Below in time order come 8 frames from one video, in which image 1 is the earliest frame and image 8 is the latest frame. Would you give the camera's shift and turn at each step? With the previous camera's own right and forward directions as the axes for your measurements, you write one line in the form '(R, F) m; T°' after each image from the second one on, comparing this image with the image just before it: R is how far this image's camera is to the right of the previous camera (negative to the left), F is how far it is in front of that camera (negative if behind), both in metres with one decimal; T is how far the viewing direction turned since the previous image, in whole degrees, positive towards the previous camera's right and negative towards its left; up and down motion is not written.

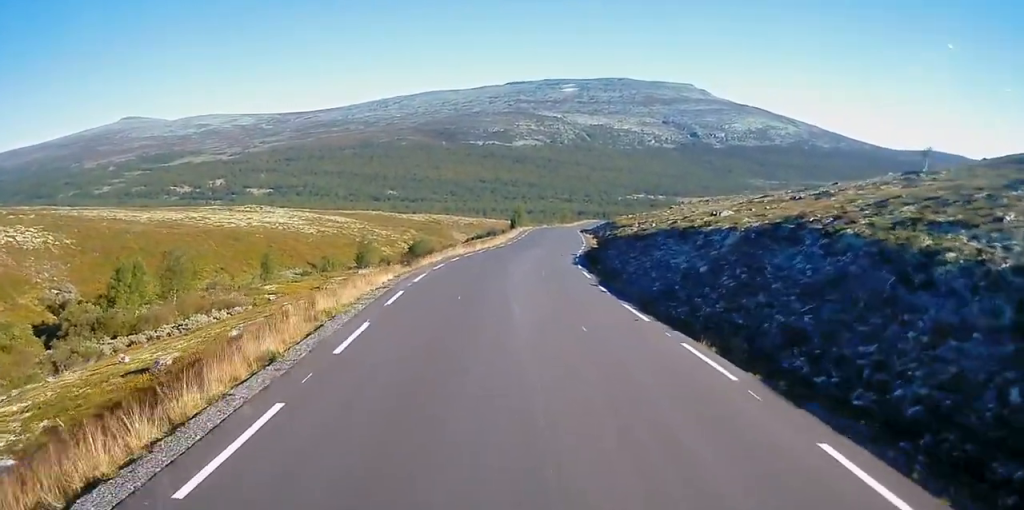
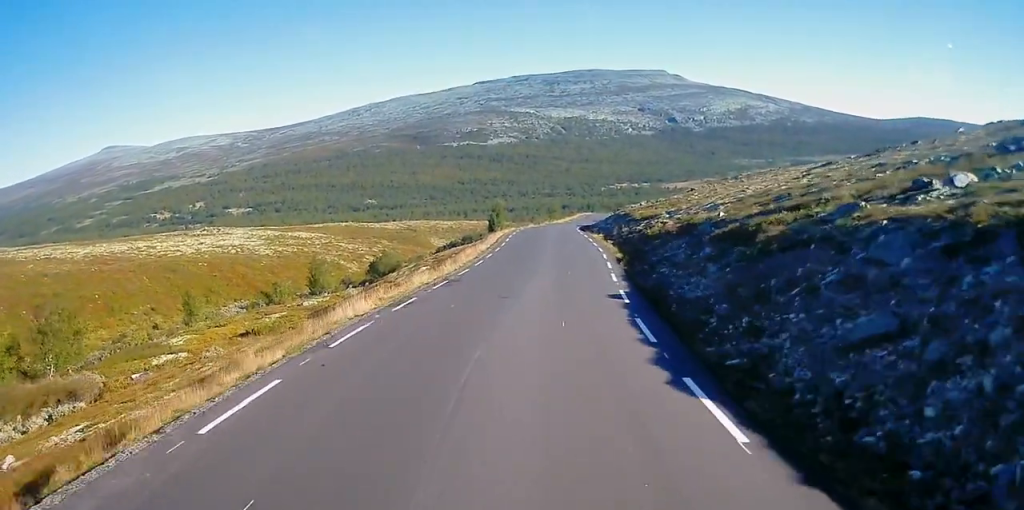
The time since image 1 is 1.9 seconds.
(+0.1, +27.0) m; +1°
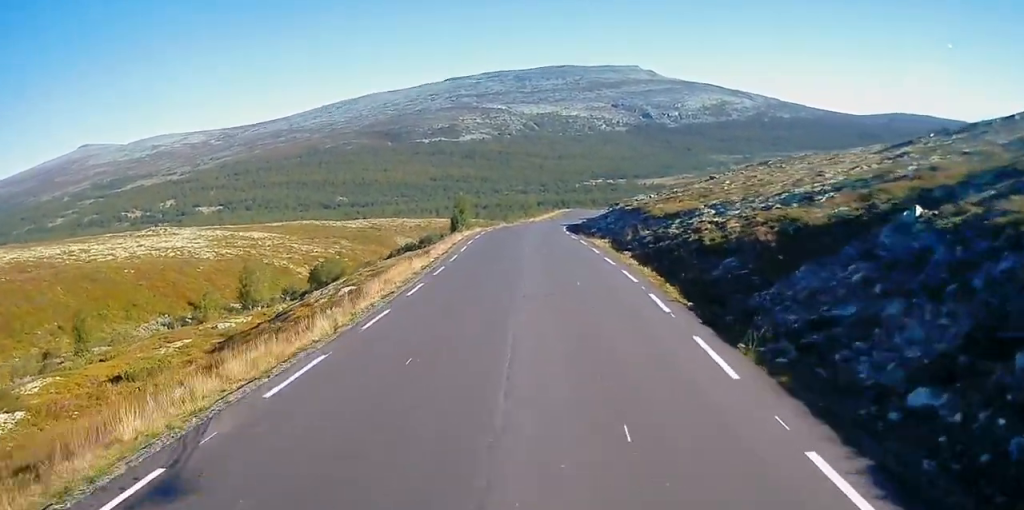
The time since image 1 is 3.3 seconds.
(+0.6, +21.6) m; +2°
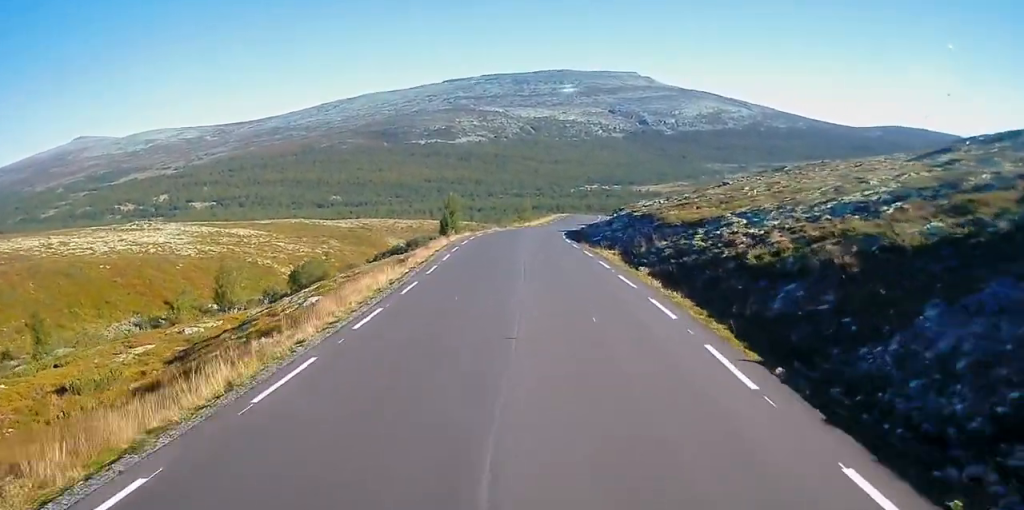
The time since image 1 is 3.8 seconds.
(+0.1, +6.3) m; 0°
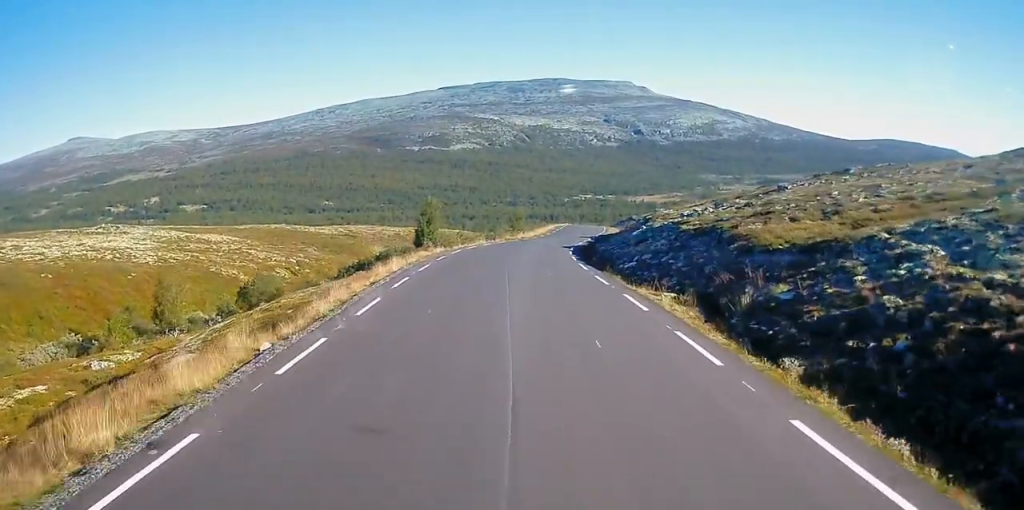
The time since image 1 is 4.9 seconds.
(-0.2, +16.1) m; 0°
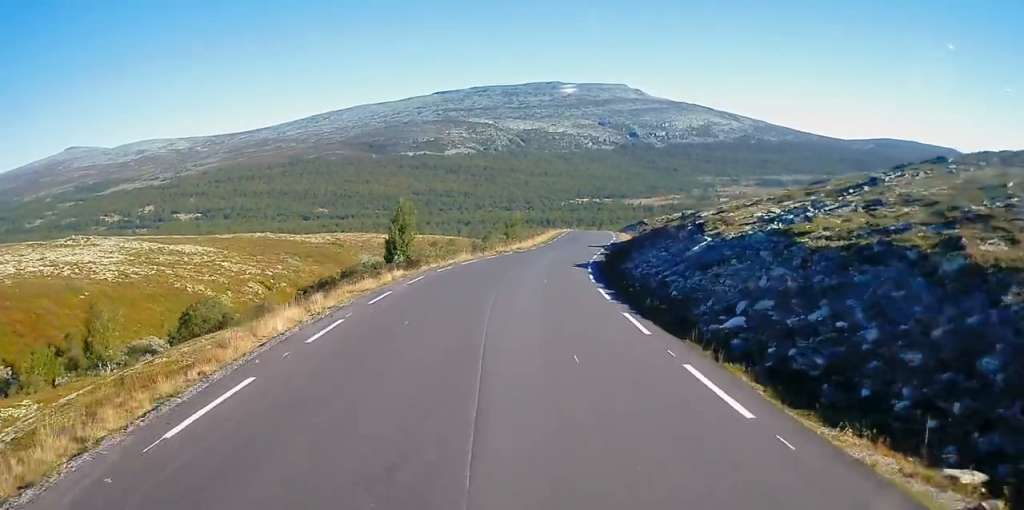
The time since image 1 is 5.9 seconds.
(+0.2, +14.6) m; +1°
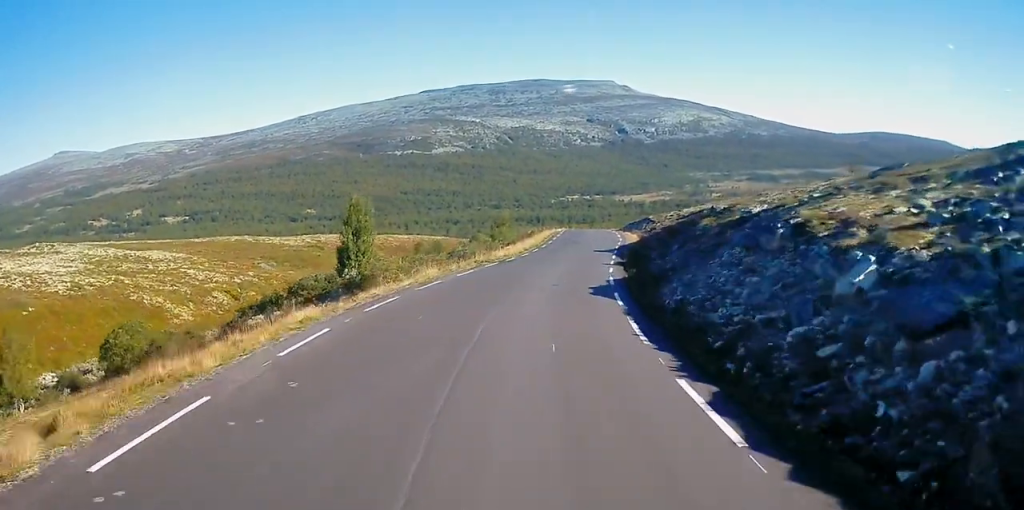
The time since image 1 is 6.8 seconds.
(0.0, +12.8) m; +1°
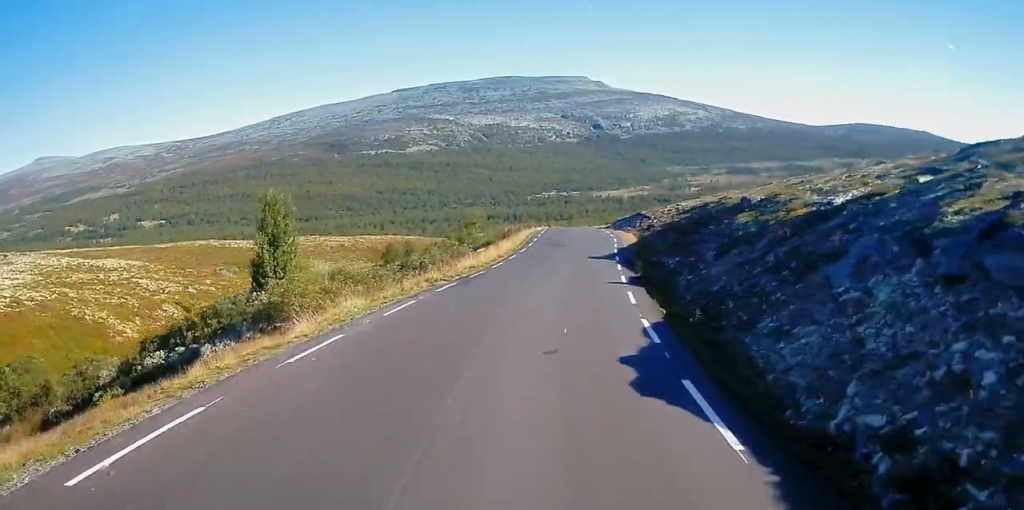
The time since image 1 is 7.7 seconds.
(+0.2, +12.0) m; +2°
